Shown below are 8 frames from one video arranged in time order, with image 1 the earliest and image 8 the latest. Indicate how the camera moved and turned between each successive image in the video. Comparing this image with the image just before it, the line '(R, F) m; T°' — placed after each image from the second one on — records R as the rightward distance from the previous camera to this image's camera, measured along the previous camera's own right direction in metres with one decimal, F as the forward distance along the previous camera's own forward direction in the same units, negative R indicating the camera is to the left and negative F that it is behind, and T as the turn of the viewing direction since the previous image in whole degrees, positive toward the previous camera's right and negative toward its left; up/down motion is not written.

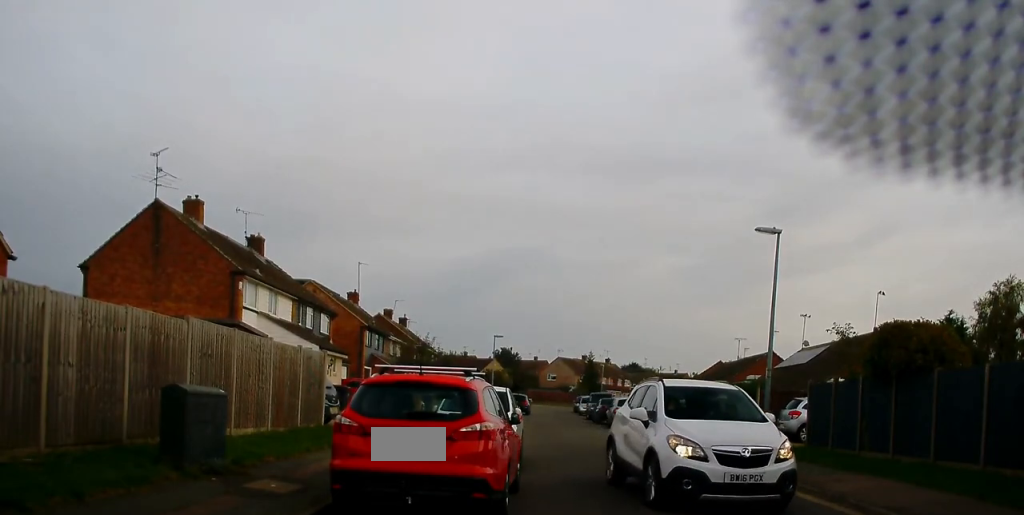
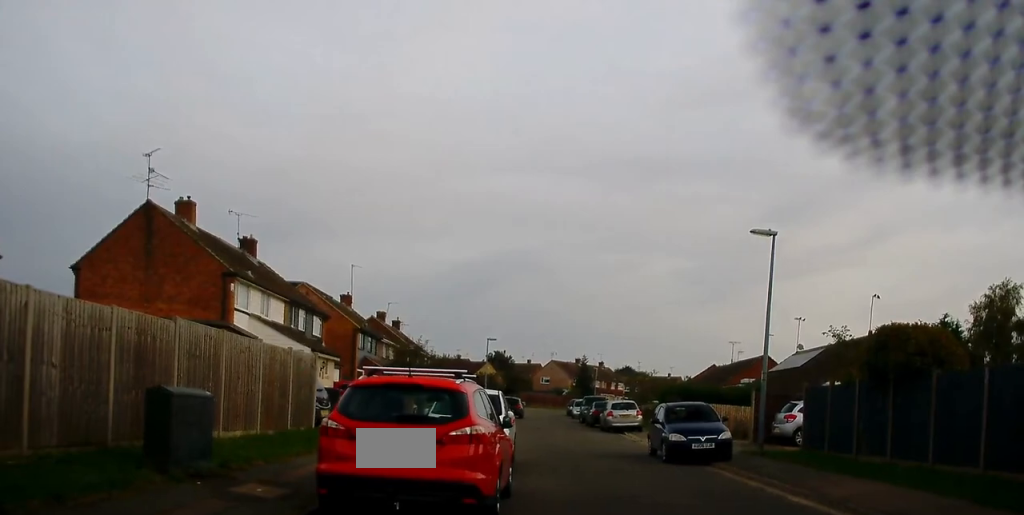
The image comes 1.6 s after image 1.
(+0.2, +0.4) m; 0°
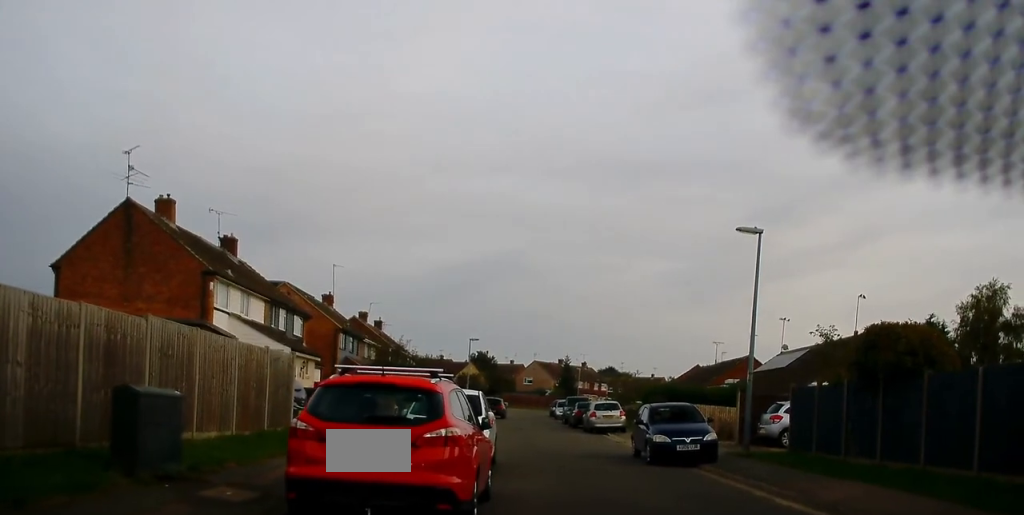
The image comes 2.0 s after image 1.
(+0.1, +0.4) m; 0°
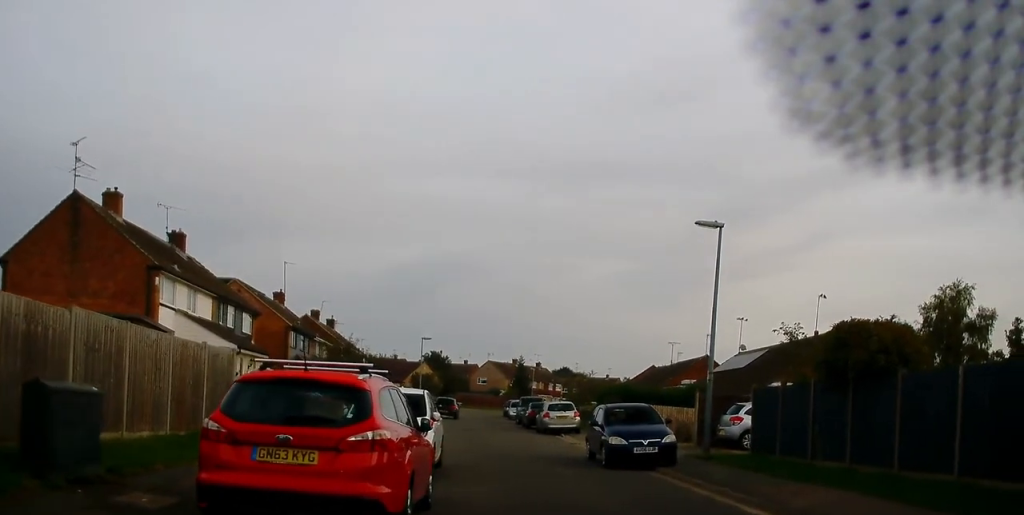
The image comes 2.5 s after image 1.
(+0.1, +0.8) m; 0°
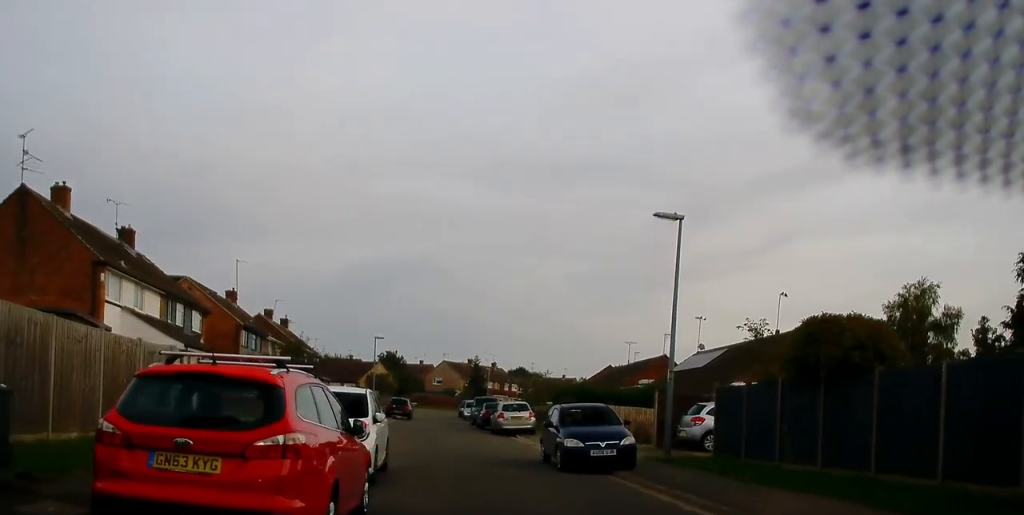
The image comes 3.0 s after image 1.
(-0.1, +1.0) m; -1°
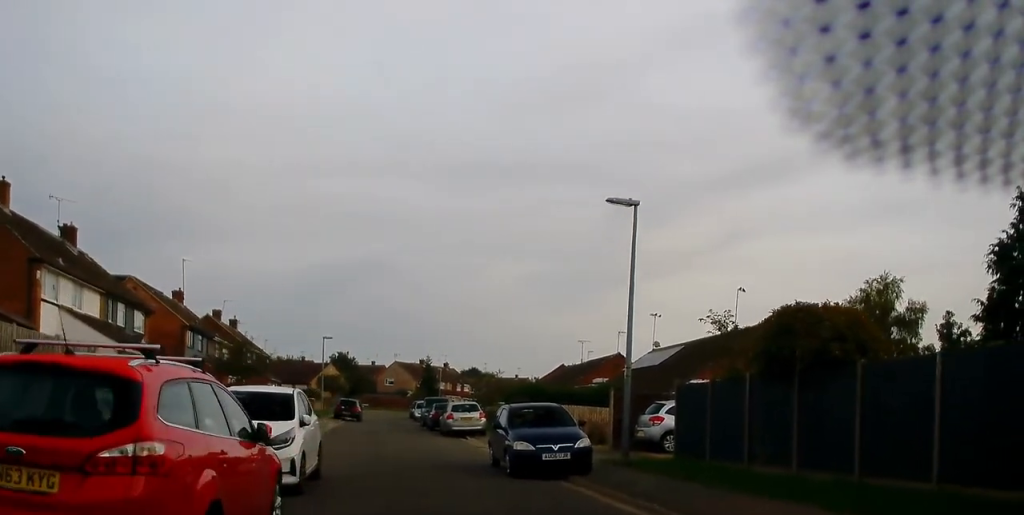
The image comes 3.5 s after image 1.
(-0.1, +1.3) m; -2°
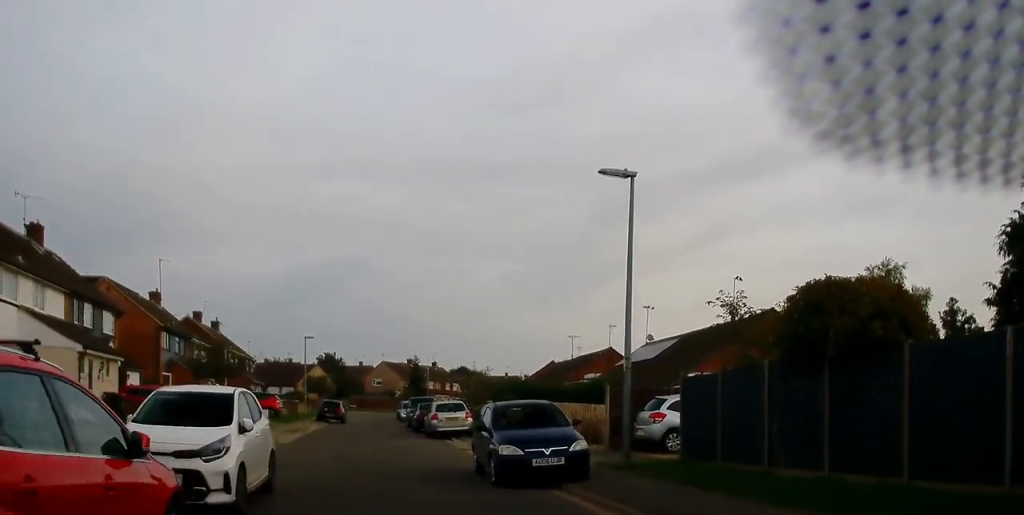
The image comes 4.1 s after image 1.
(+0.1, +2.1) m; -5°
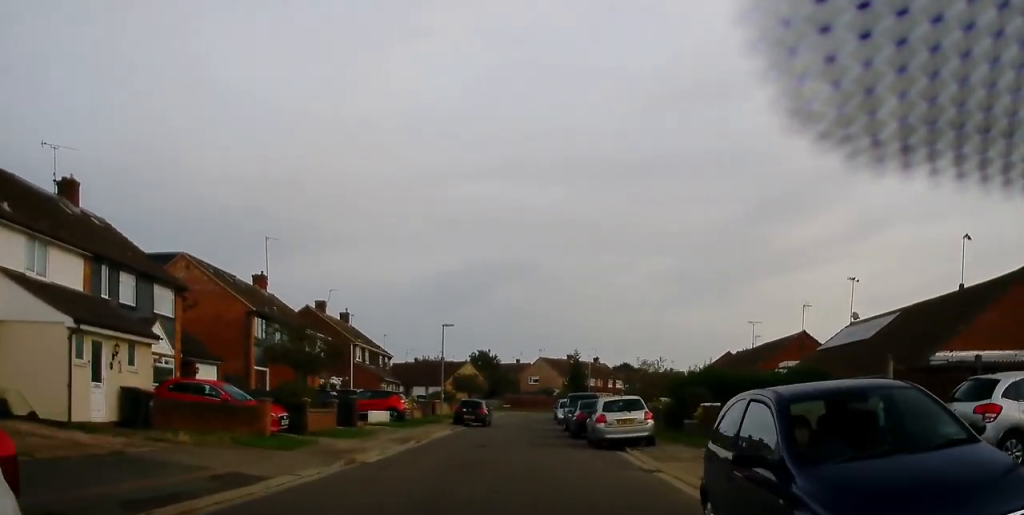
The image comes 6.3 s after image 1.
(-0.7, +9.1) m; -8°
